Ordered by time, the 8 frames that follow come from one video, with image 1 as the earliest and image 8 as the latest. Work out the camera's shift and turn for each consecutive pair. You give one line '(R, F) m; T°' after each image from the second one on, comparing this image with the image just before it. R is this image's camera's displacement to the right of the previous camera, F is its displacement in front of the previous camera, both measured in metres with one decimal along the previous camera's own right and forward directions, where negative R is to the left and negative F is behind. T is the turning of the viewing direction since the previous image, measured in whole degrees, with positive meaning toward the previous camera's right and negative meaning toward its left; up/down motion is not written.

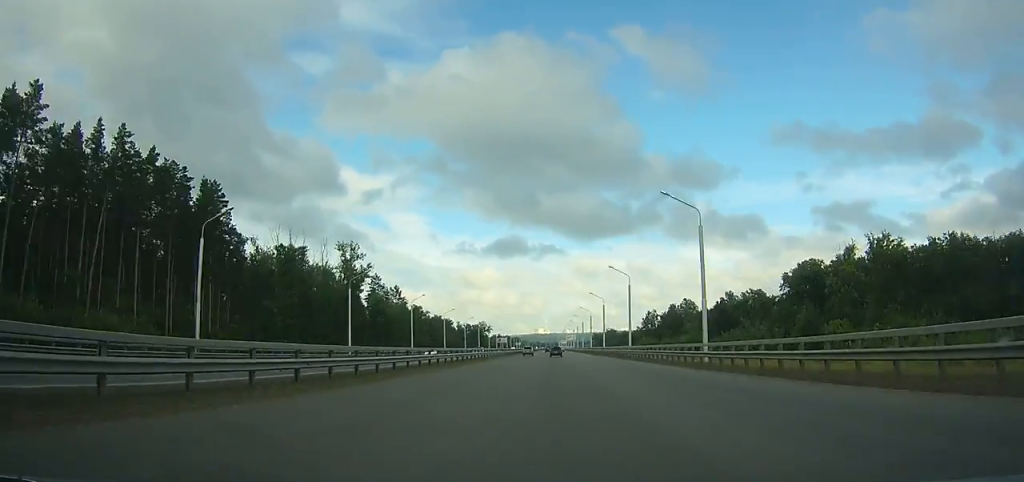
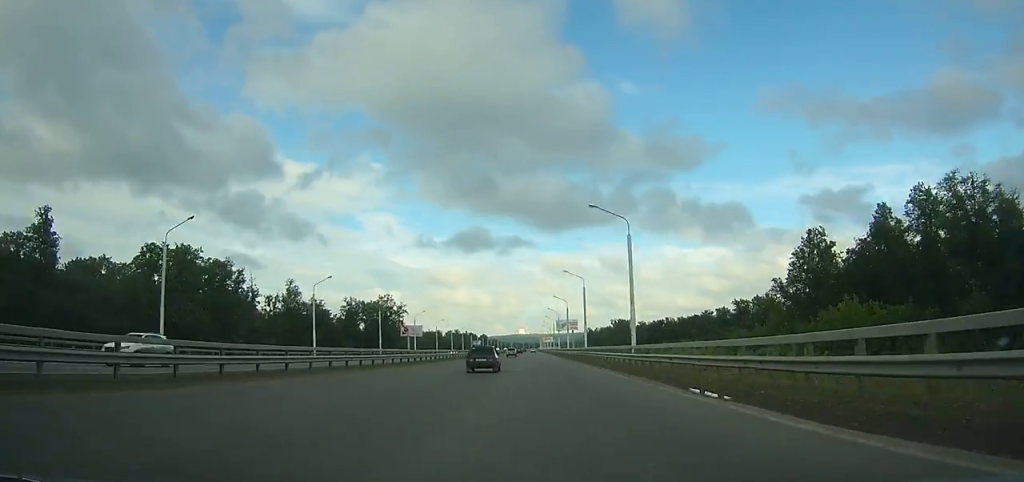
(+3.3, +205.5) m; +1°
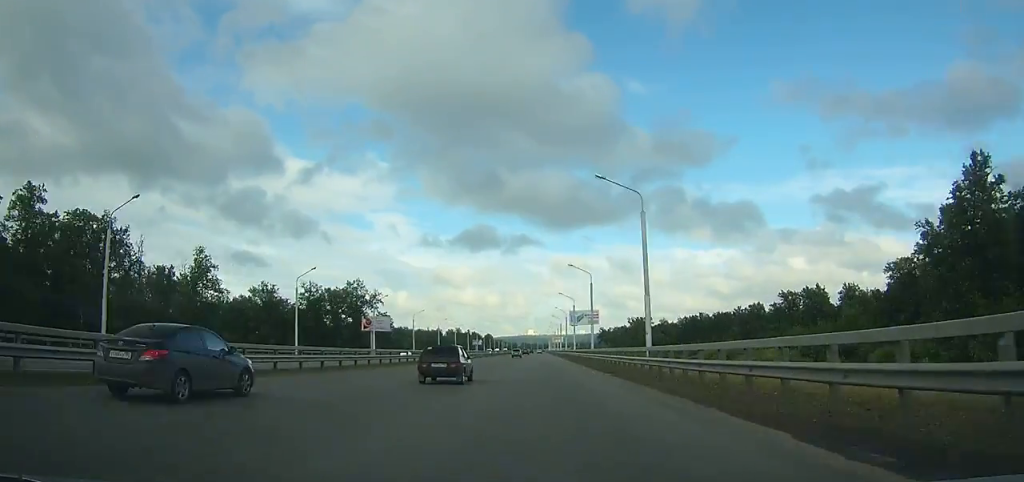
(-0.1, +40.5) m; 0°
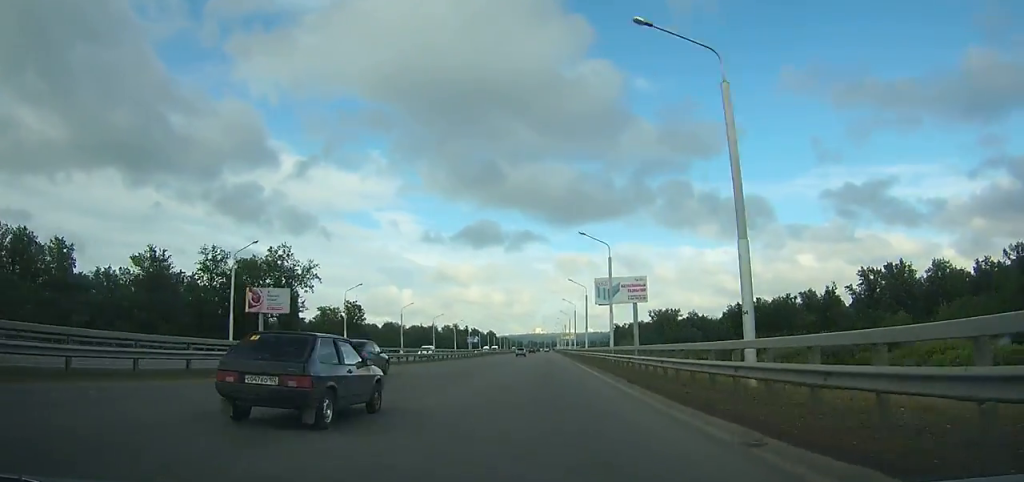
(-0.2, +50.7) m; -1°
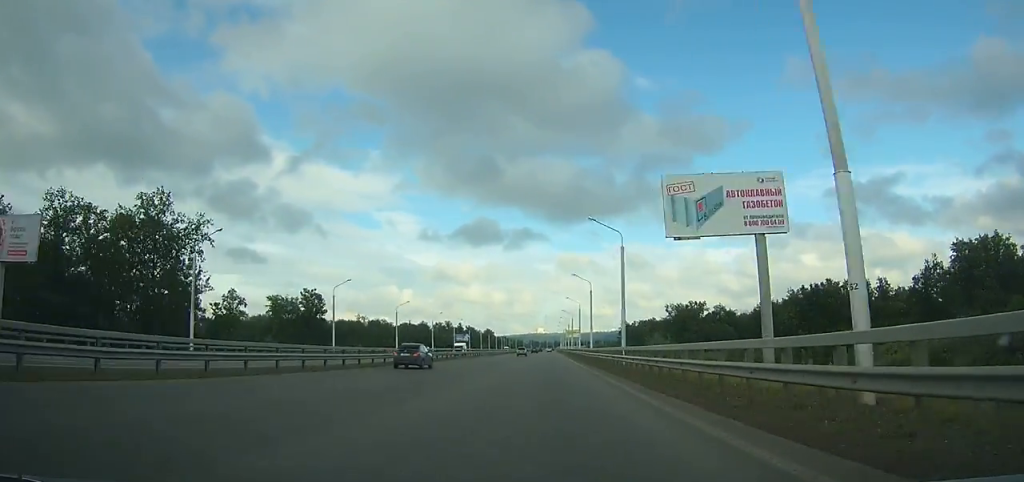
(-0.3, +40.7) m; 0°
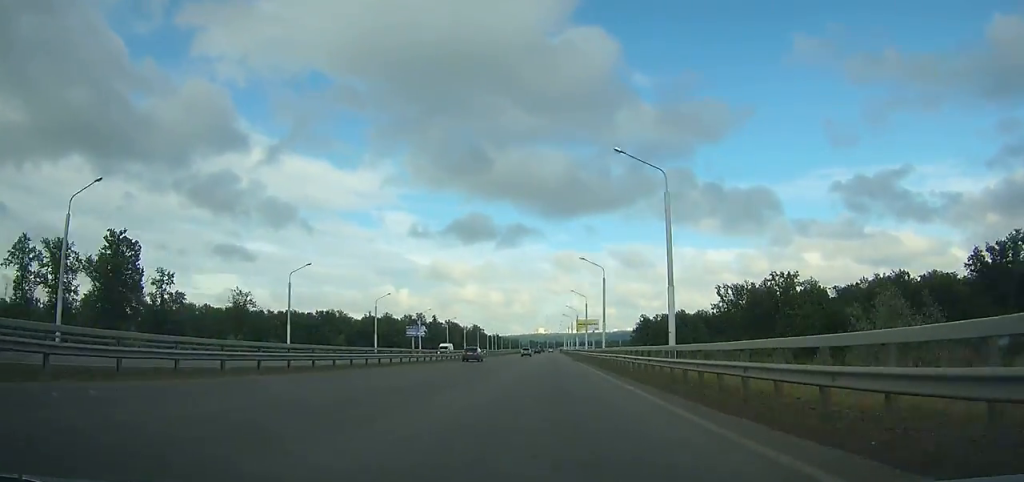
(-0.3, +84.4) m; 0°
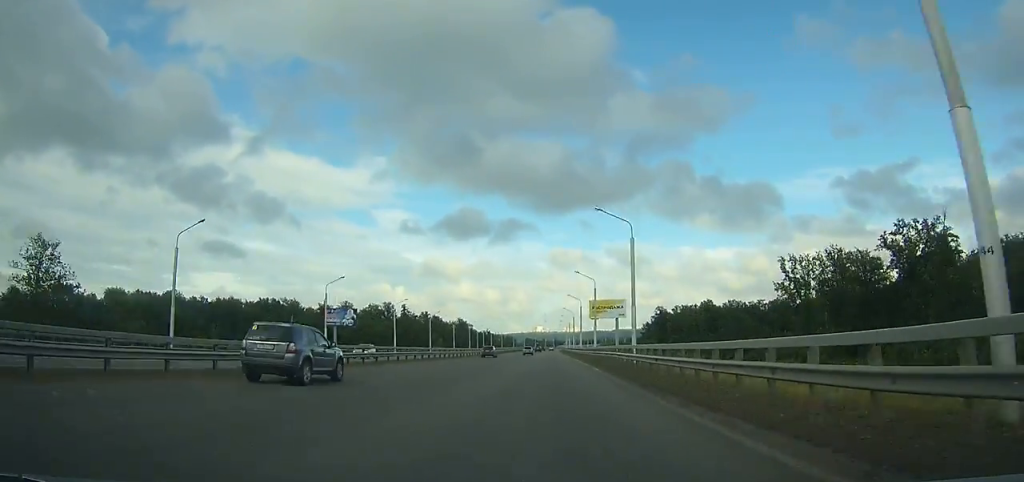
(+0.1, +56.6) m; 0°
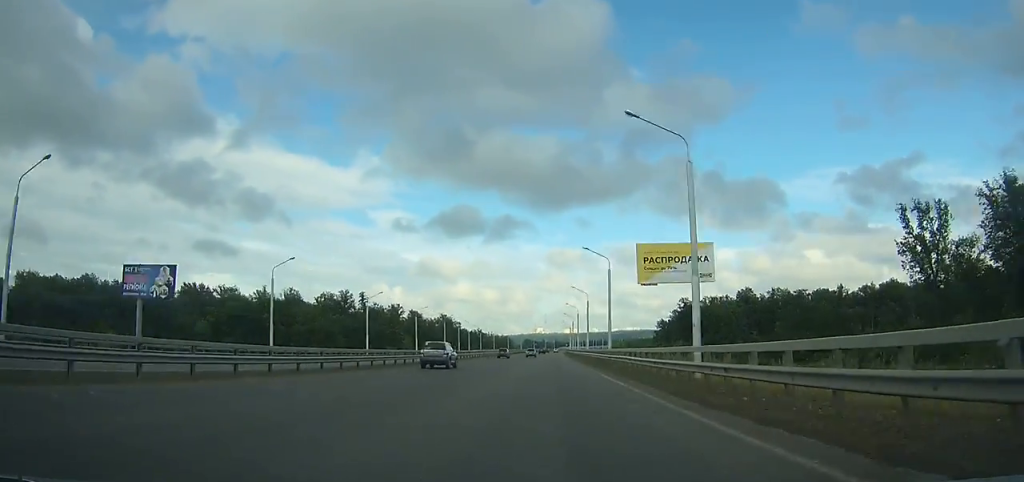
(0.0, +51.7) m; 0°
